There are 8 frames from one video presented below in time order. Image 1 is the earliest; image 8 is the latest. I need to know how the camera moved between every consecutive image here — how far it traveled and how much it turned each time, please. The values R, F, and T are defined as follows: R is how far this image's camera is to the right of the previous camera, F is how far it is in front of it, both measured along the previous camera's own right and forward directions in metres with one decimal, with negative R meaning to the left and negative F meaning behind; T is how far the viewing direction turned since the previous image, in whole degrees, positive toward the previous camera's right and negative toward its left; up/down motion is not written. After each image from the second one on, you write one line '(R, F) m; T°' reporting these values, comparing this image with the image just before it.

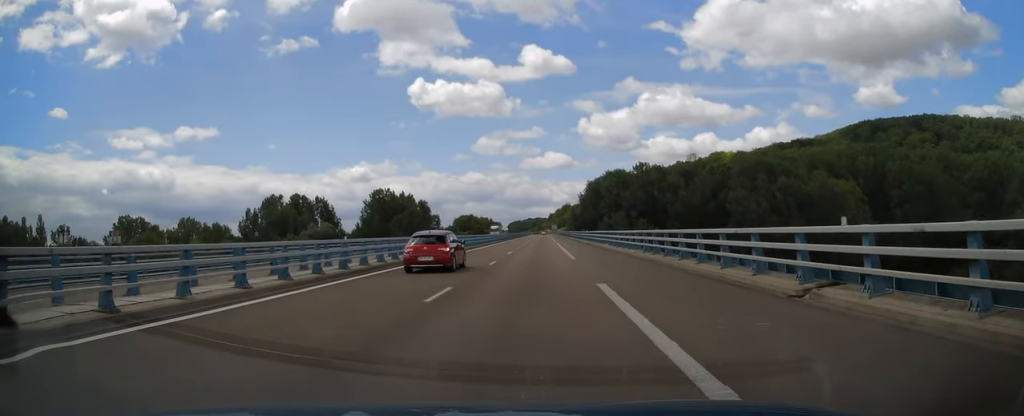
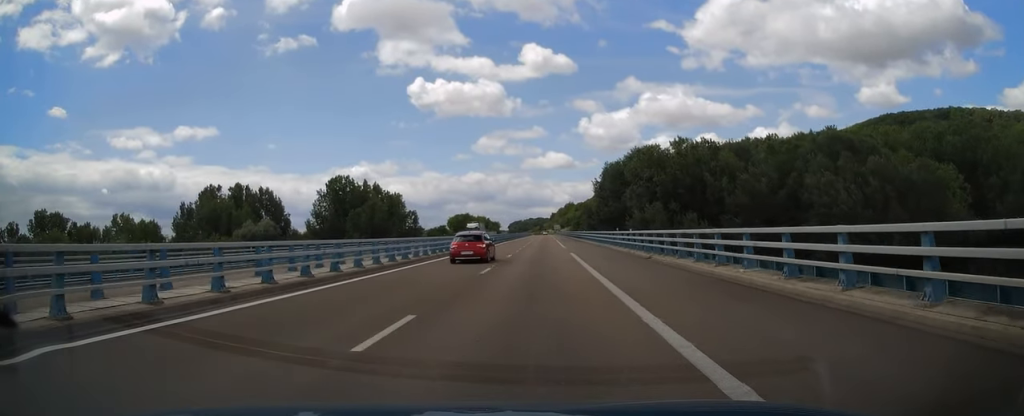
(-0.3, +31.6) m; 0°
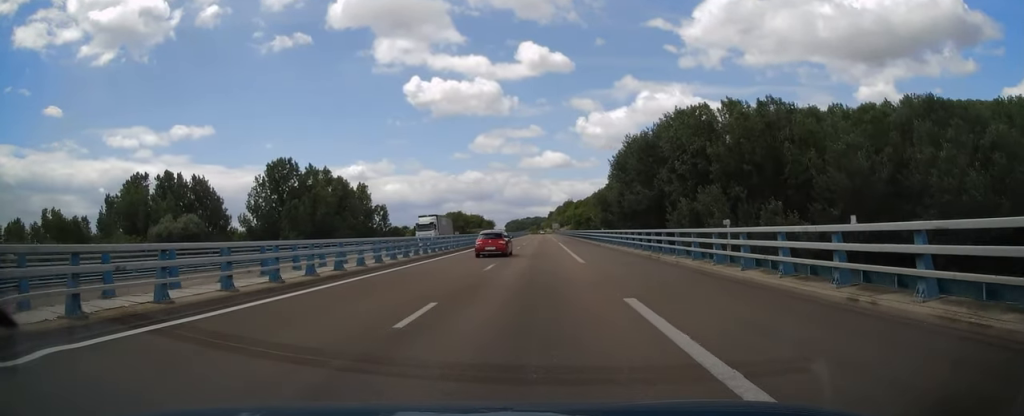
(+0.1, +24.9) m; 0°
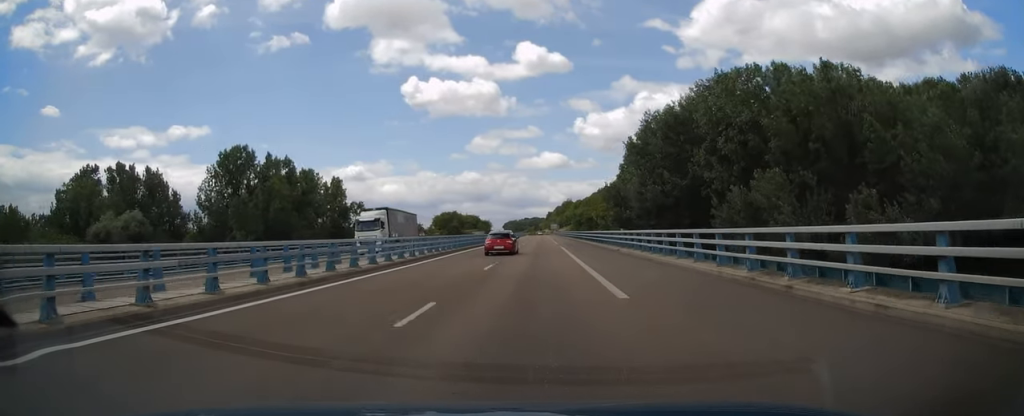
(0.0, +13.2) m; 0°
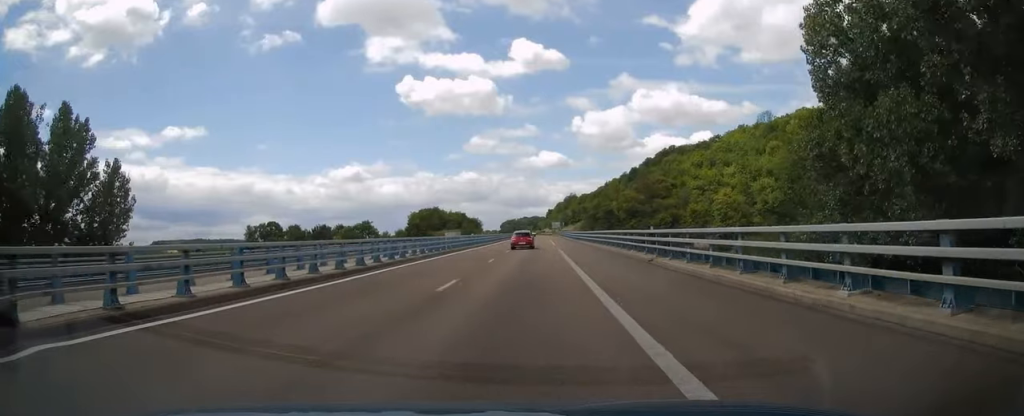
(+0.5, +61.0) m; +1°
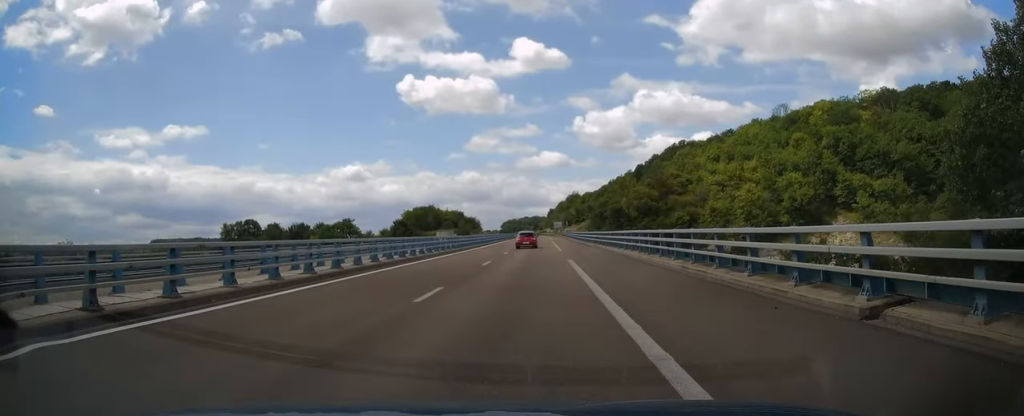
(+0.1, +15.6) m; 0°
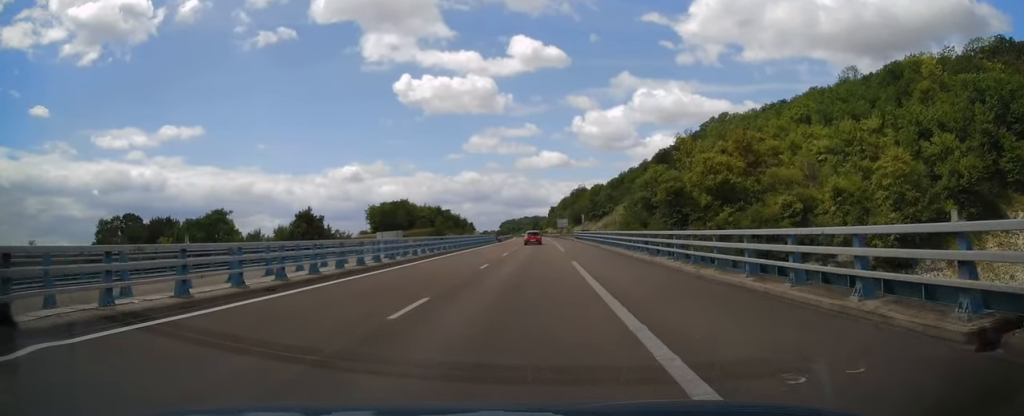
(-0.7, +55.2) m; -1°
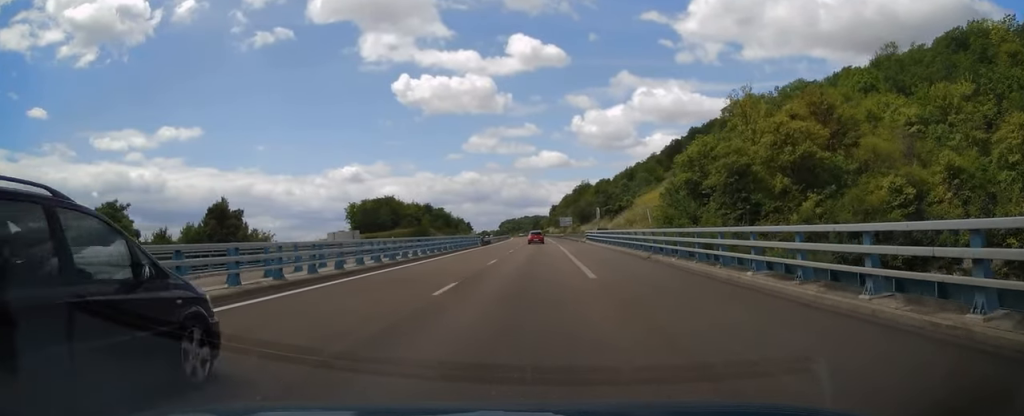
(0.0, +23.0) m; +1°
